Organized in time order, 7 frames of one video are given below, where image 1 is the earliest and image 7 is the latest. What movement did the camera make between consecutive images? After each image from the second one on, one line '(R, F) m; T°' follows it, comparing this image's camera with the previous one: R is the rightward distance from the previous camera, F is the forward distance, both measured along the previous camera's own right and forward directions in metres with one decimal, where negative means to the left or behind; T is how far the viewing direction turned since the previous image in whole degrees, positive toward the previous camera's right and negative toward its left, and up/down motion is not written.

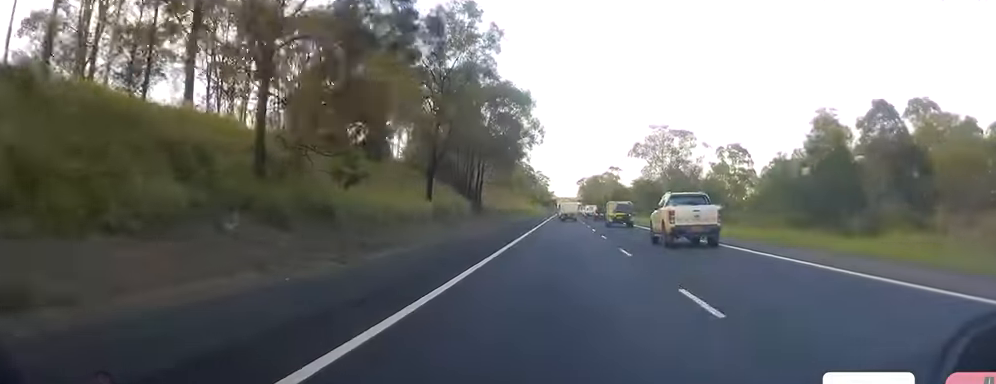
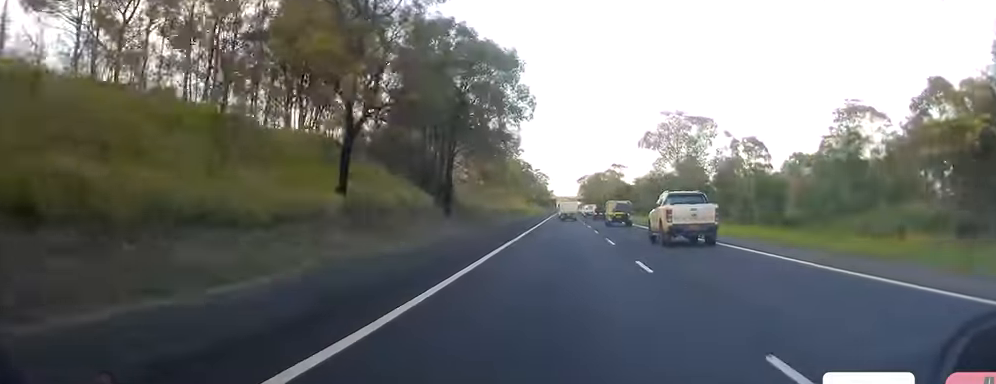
(+0.3, +17.3) m; 0°
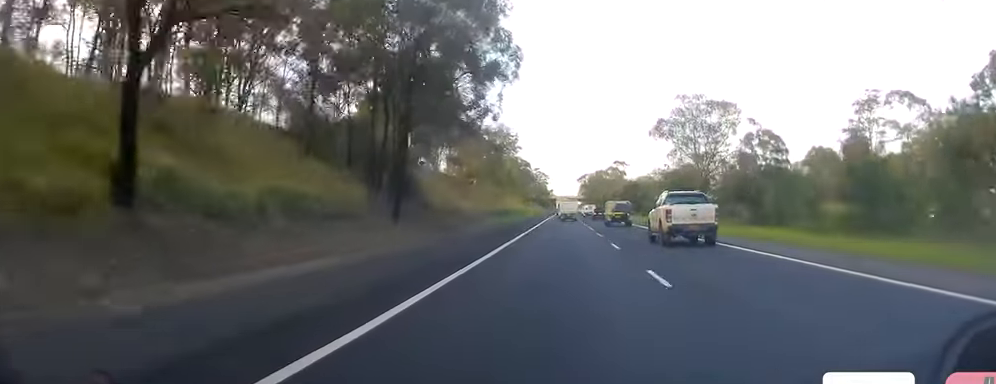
(-0.1, +14.3) m; 0°
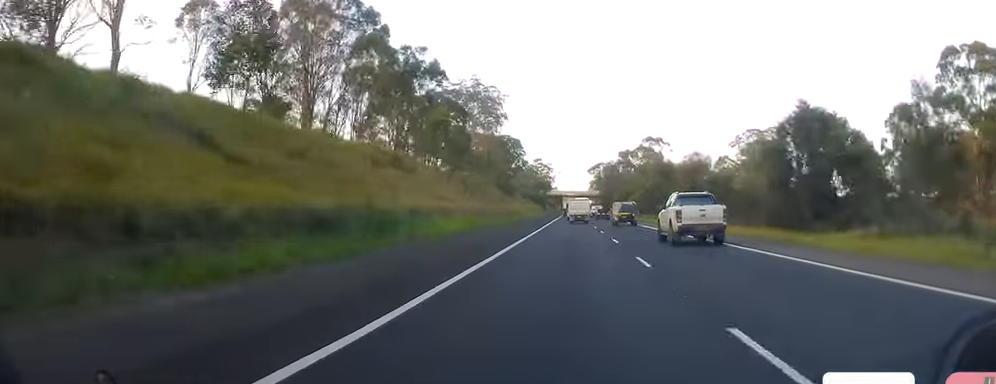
(+0.2, +88.5) m; 0°
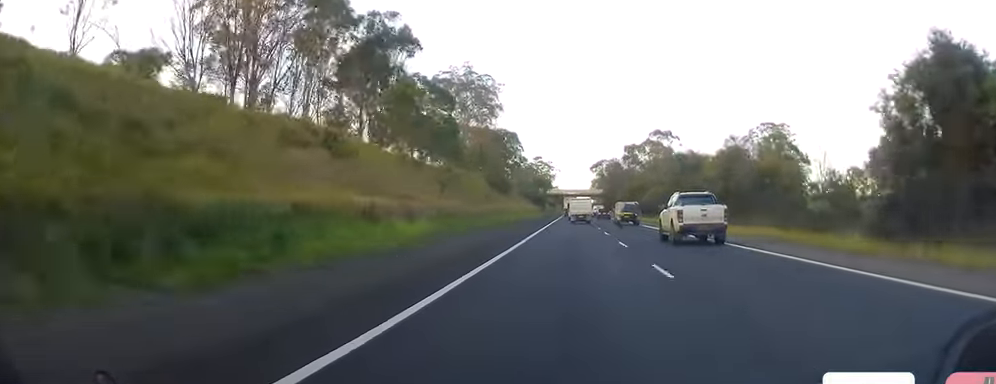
(0.0, +14.3) m; 0°
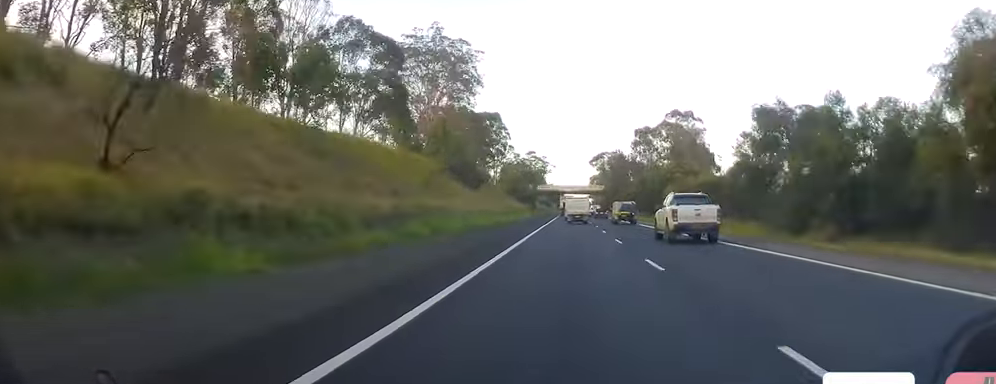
(-0.3, +33.3) m; -1°
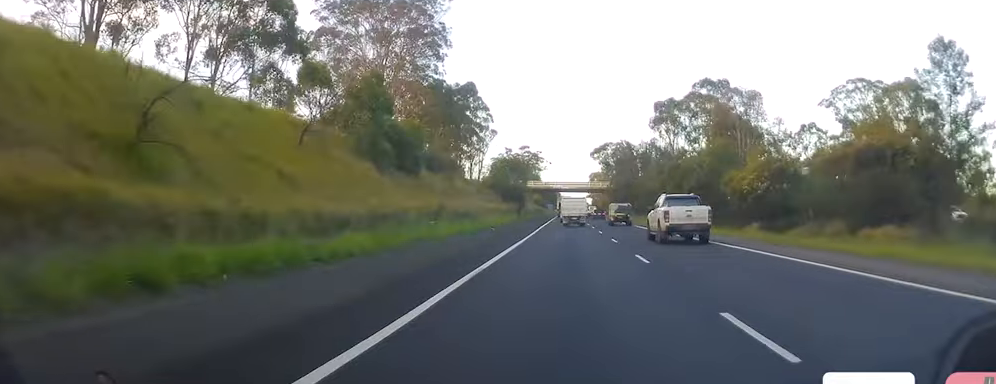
(+0.2, +32.3) m; +1°
